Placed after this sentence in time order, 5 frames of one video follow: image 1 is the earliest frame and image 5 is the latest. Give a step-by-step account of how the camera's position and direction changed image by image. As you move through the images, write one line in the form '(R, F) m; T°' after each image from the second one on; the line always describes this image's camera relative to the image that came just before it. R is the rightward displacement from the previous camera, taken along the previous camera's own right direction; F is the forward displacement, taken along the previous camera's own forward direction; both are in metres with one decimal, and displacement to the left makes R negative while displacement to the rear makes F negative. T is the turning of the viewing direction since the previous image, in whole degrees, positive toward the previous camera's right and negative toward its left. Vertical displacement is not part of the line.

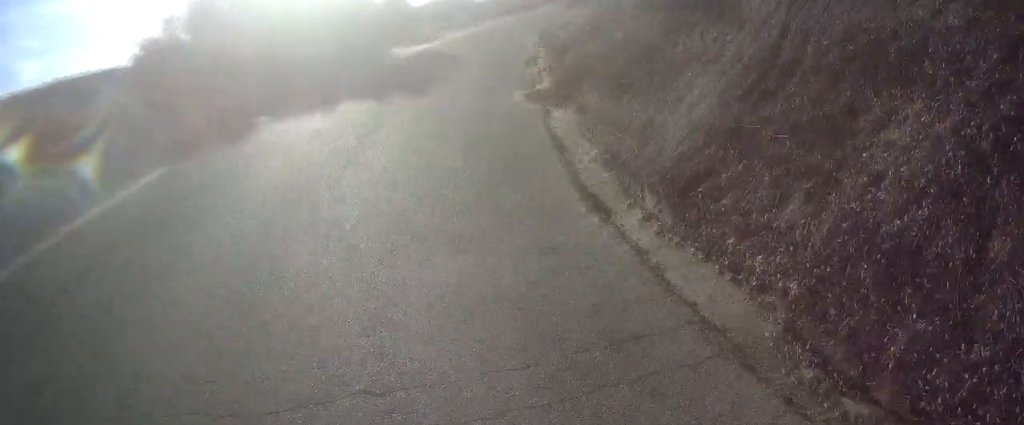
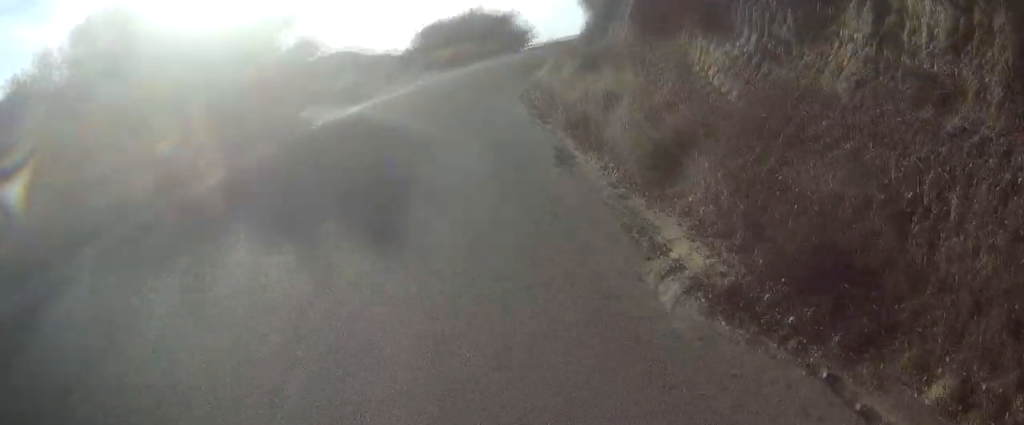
(+0.7, +7.6) m; +13°
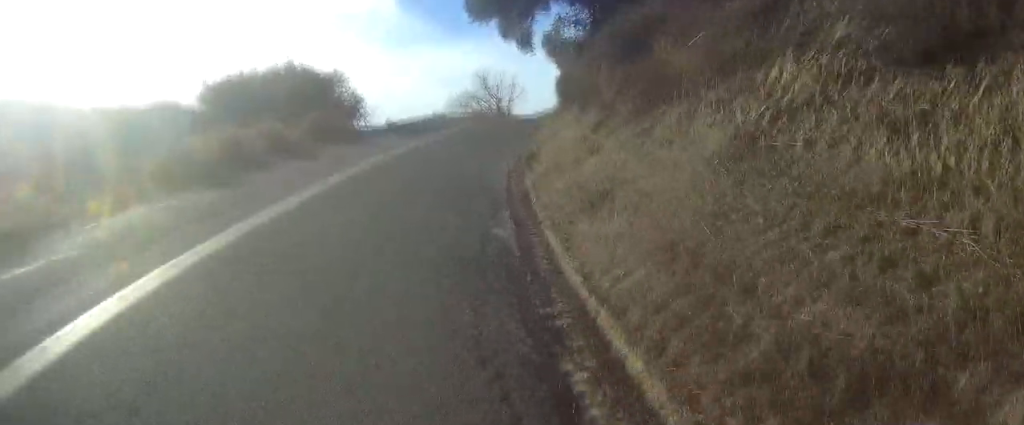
(+5.4, +20.3) m; +23°
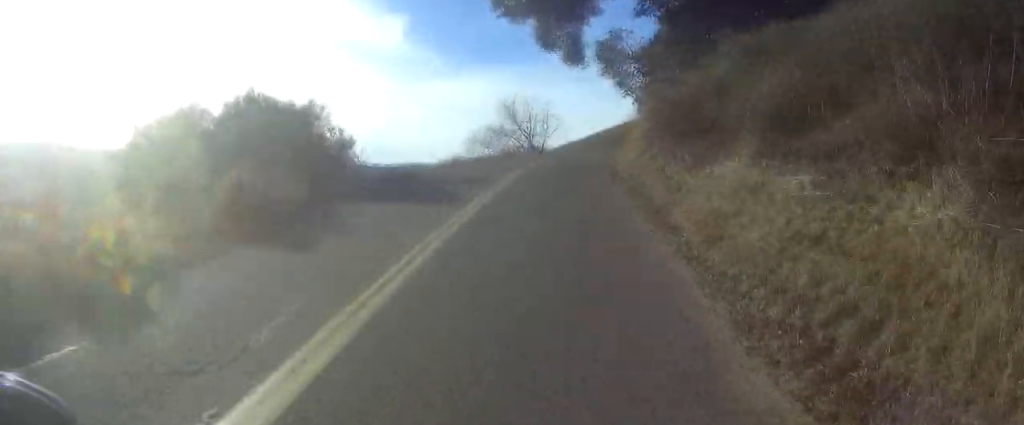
(+0.7, +11.8) m; +8°
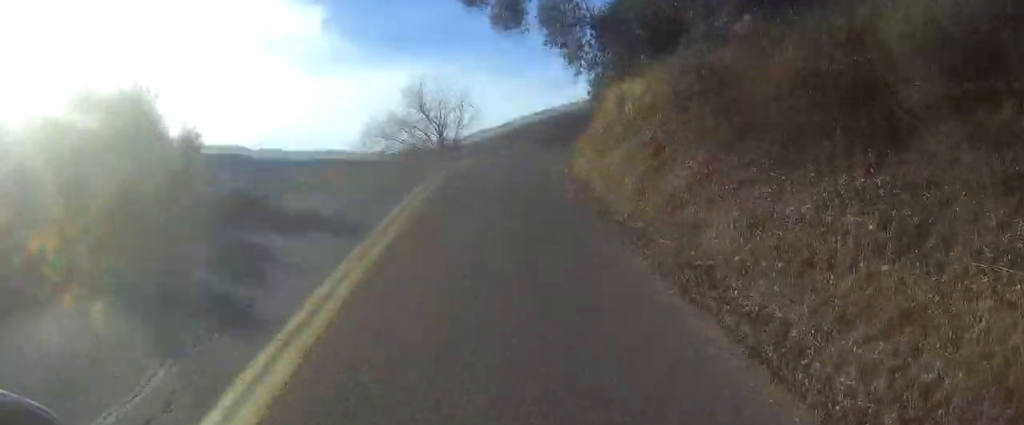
(+0.5, +9.6) m; +5°
